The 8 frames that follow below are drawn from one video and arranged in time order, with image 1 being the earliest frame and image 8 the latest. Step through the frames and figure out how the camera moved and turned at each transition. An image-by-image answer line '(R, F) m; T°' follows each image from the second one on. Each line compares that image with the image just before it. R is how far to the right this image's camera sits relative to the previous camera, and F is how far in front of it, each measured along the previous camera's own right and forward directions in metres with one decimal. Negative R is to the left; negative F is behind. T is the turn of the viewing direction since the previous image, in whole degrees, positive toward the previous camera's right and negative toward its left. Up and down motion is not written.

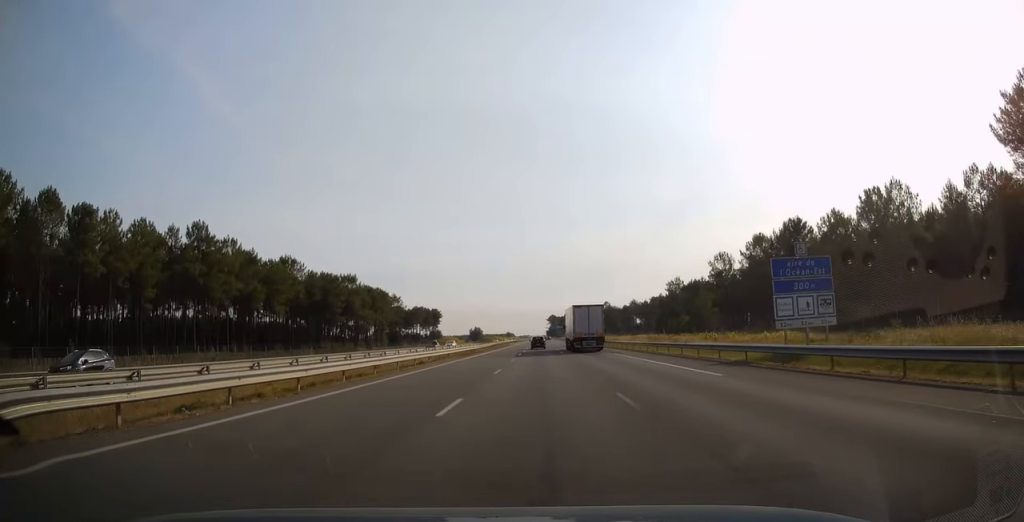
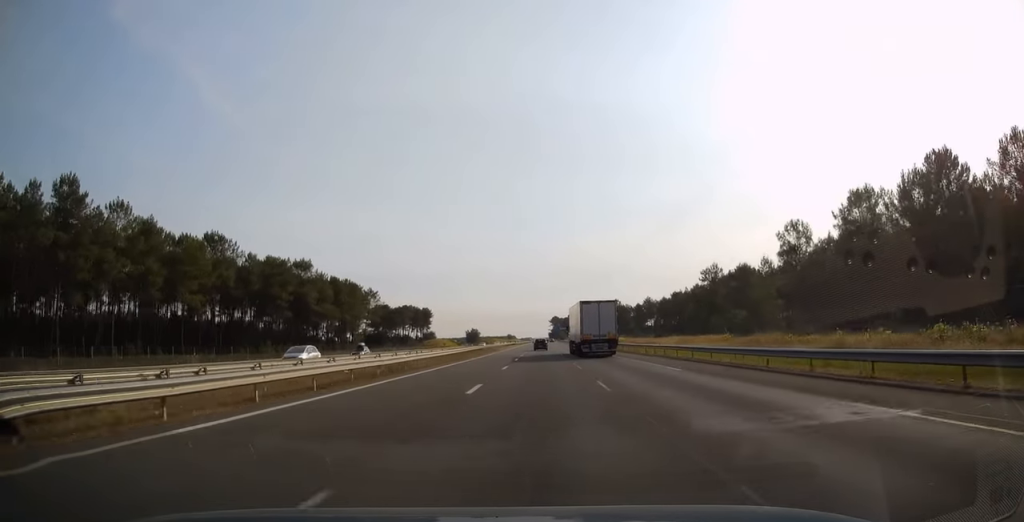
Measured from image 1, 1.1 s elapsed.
(+0.2, +34.6) m; 0°
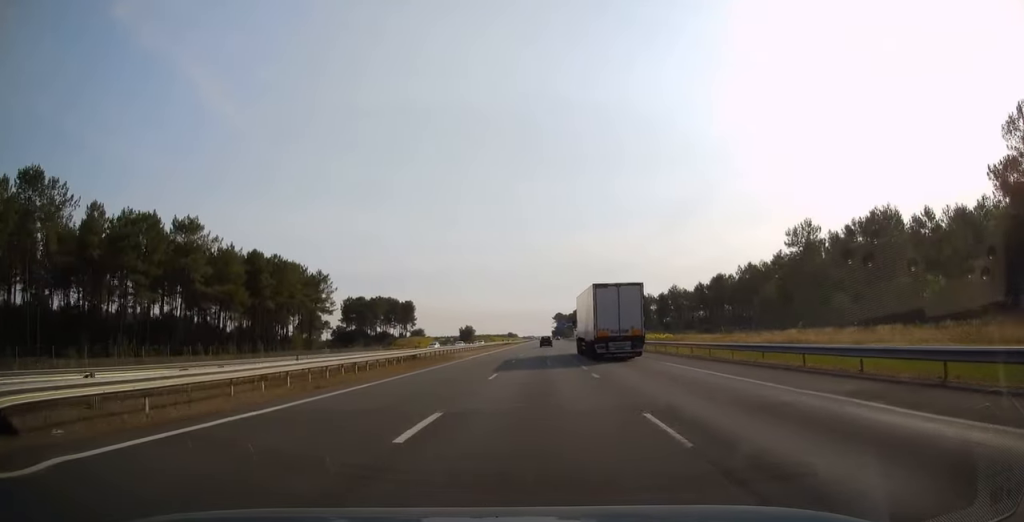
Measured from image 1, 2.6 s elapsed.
(-0.5, +47.4) m; -1°
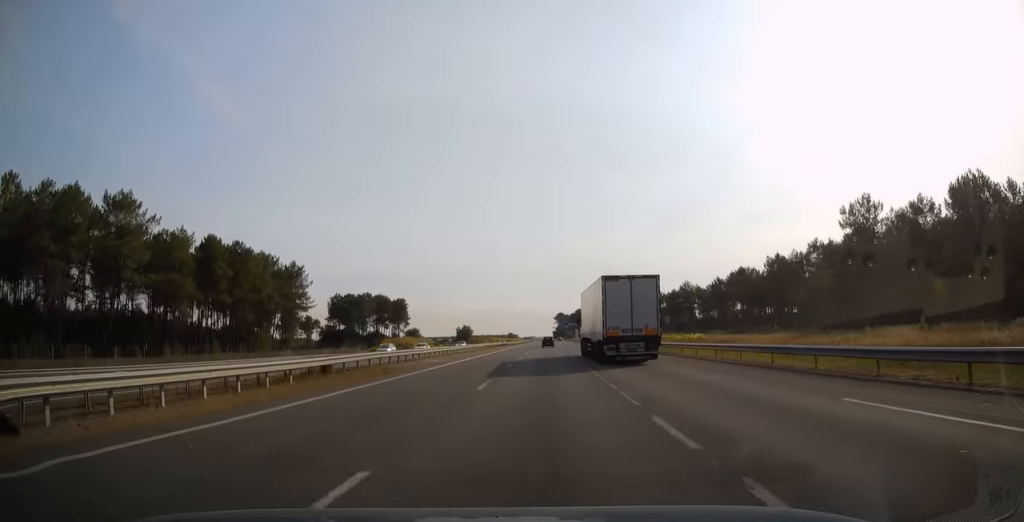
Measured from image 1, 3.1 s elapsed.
(0.0, +16.9) m; 0°
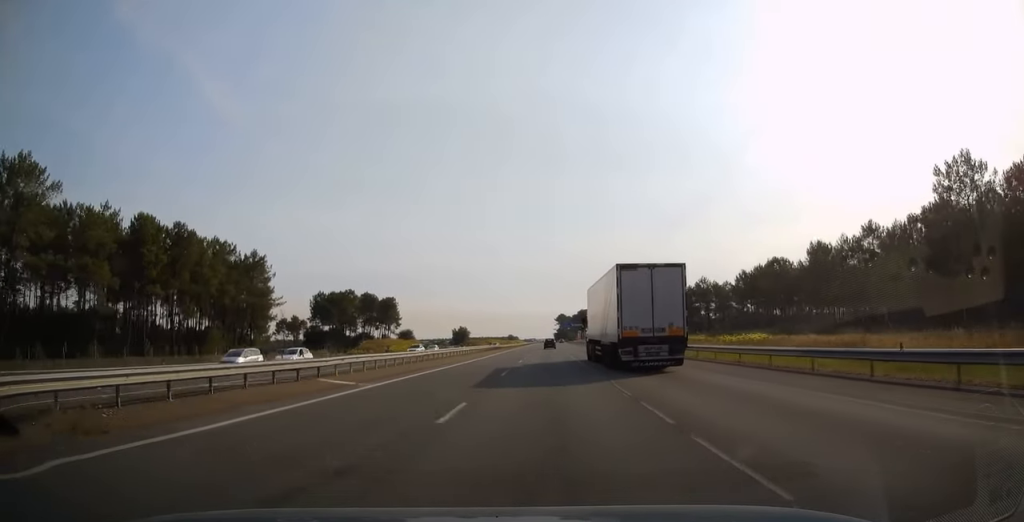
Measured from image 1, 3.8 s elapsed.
(0.0, +19.6) m; 0°
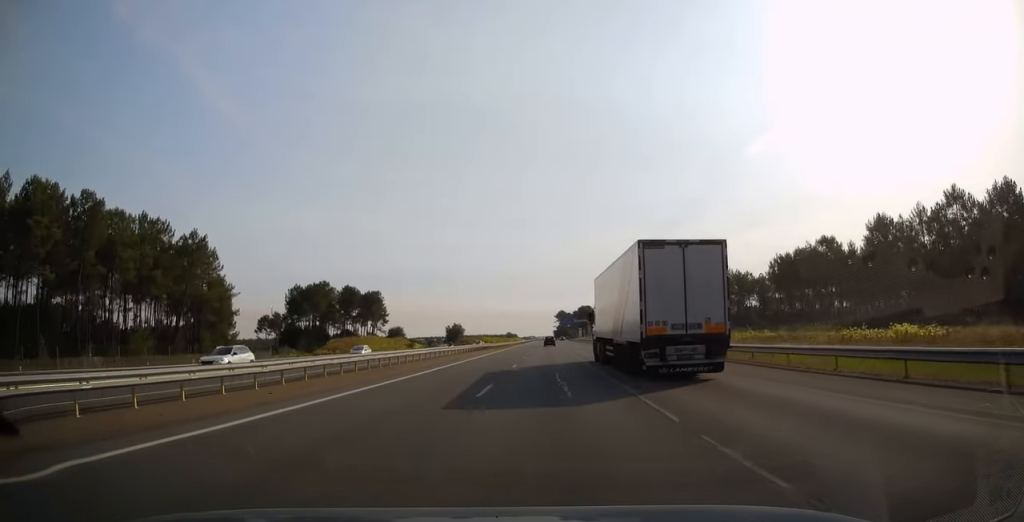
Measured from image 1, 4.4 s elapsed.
(0.0, +21.7) m; 0°
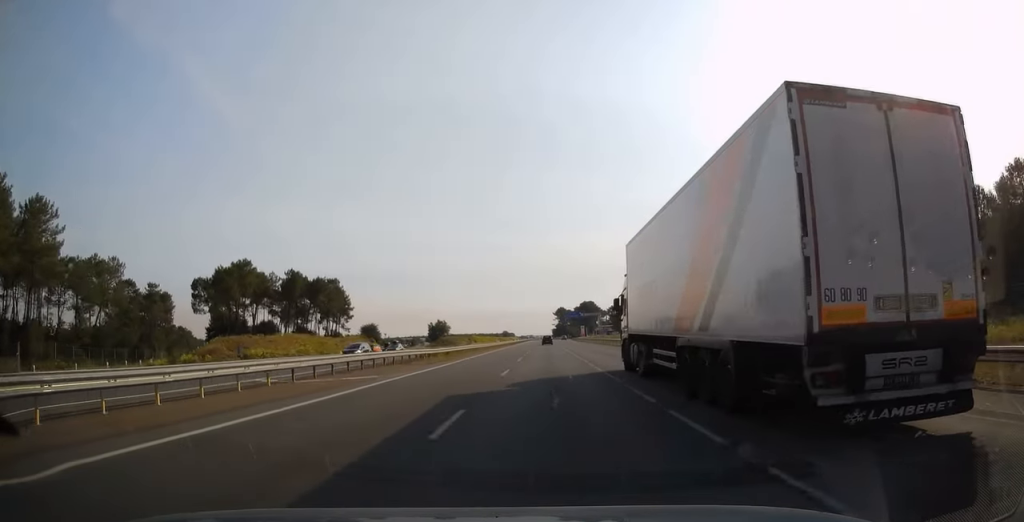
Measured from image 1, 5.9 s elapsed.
(0.0, +45.4) m; 0°
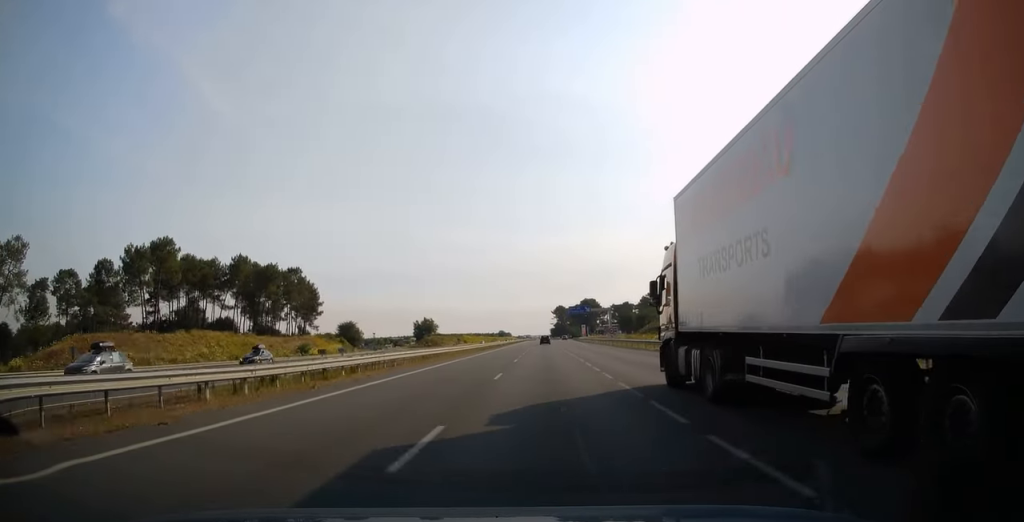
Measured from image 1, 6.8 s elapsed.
(0.0, +28.0) m; 0°
